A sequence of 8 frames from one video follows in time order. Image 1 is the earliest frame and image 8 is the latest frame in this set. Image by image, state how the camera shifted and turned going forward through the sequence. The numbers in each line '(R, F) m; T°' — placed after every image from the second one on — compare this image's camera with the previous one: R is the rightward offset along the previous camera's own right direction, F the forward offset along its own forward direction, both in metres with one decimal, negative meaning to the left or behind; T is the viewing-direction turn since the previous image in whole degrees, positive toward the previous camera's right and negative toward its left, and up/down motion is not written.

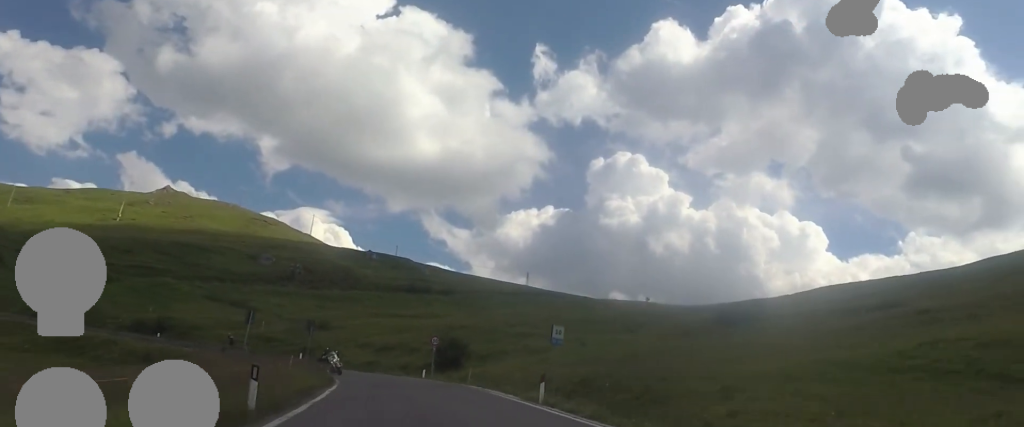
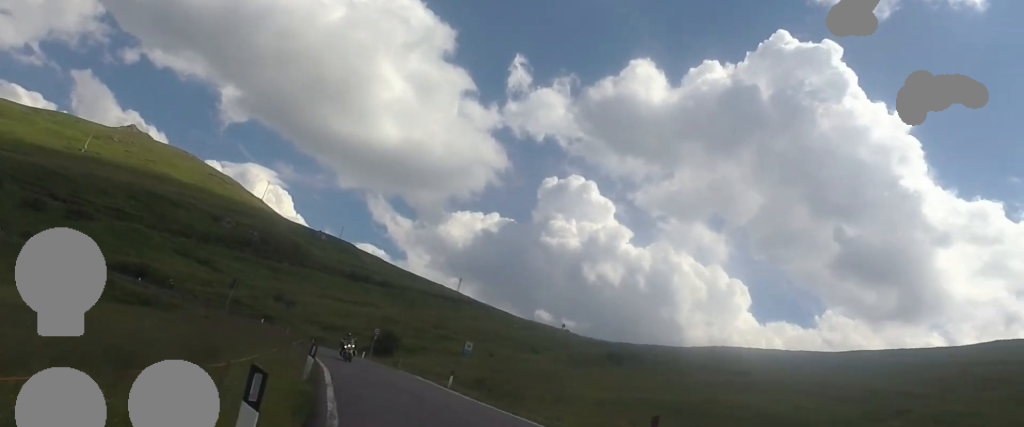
(+1.5, +11.3) m; +15°
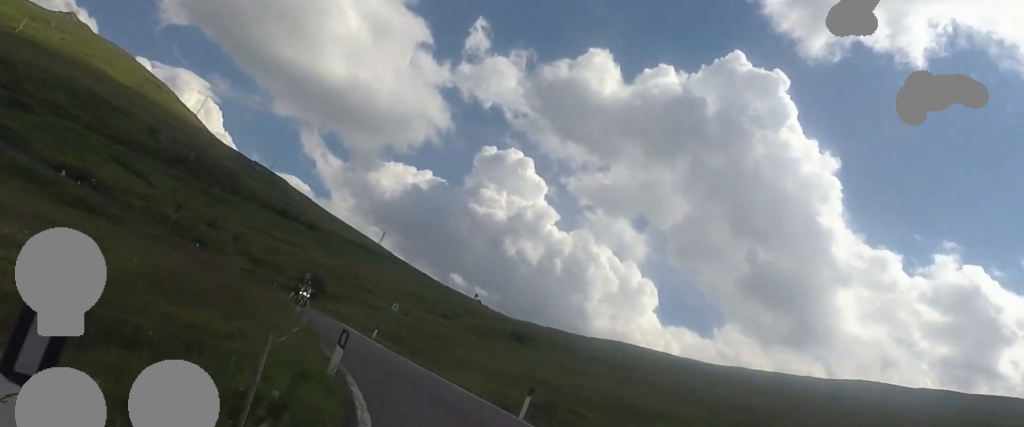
(-0.4, +5.5) m; +10°
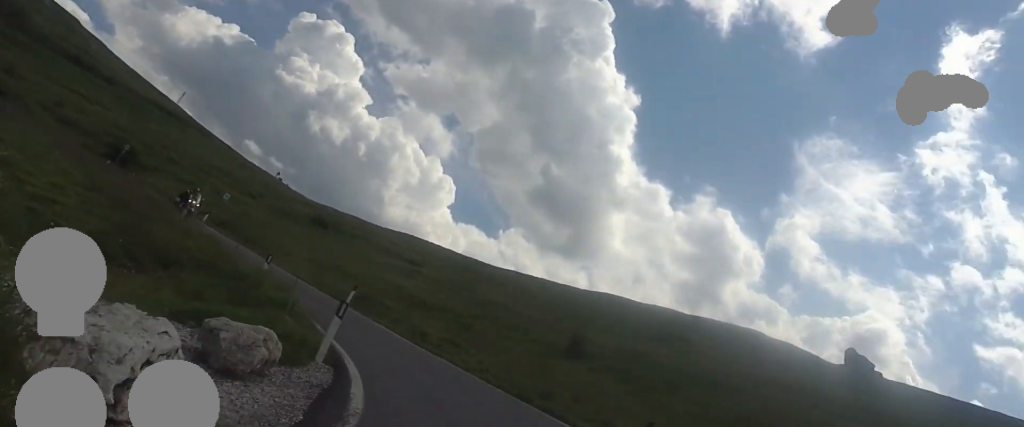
(+1.9, +7.5) m; +20°
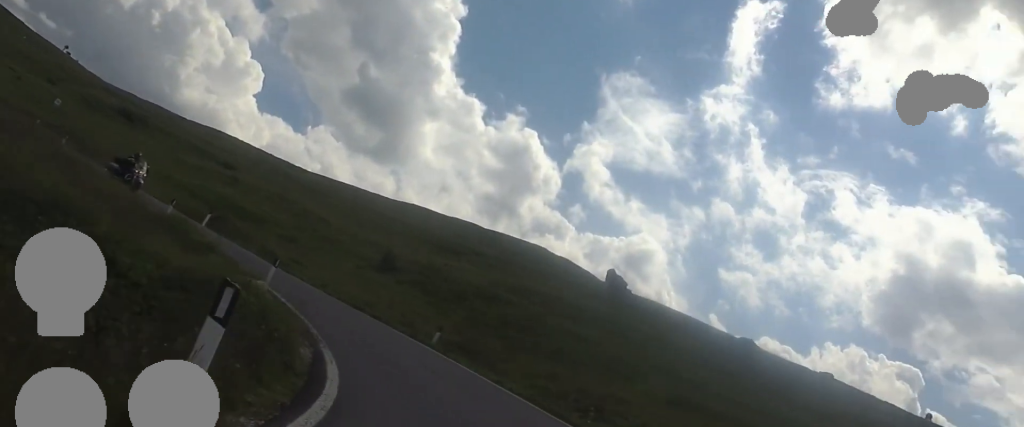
(+1.3, +7.5) m; +13°
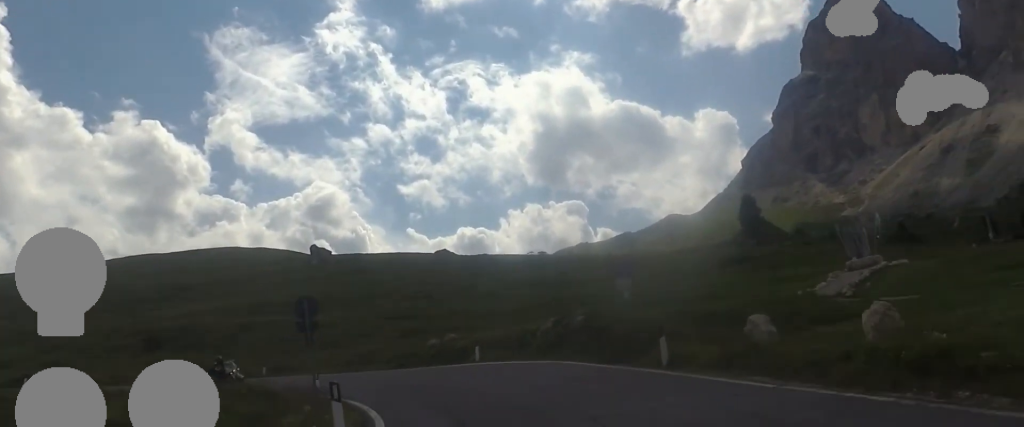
(+3.2, +16.9) m; +17°
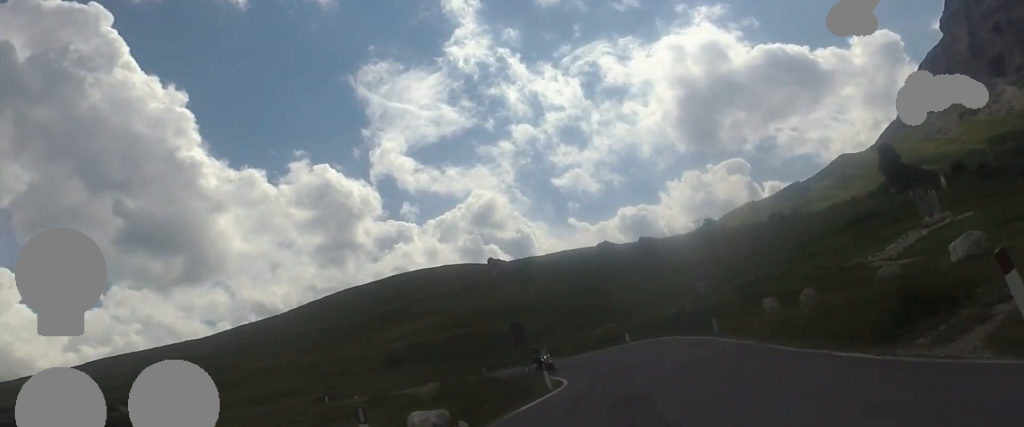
(+0.5, +12.0) m; -3°
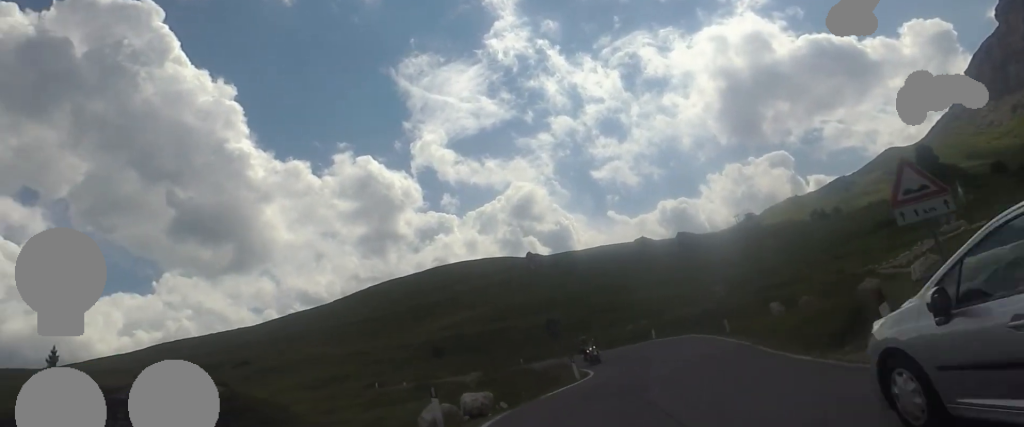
(+0.1, +3.6) m; -4°
